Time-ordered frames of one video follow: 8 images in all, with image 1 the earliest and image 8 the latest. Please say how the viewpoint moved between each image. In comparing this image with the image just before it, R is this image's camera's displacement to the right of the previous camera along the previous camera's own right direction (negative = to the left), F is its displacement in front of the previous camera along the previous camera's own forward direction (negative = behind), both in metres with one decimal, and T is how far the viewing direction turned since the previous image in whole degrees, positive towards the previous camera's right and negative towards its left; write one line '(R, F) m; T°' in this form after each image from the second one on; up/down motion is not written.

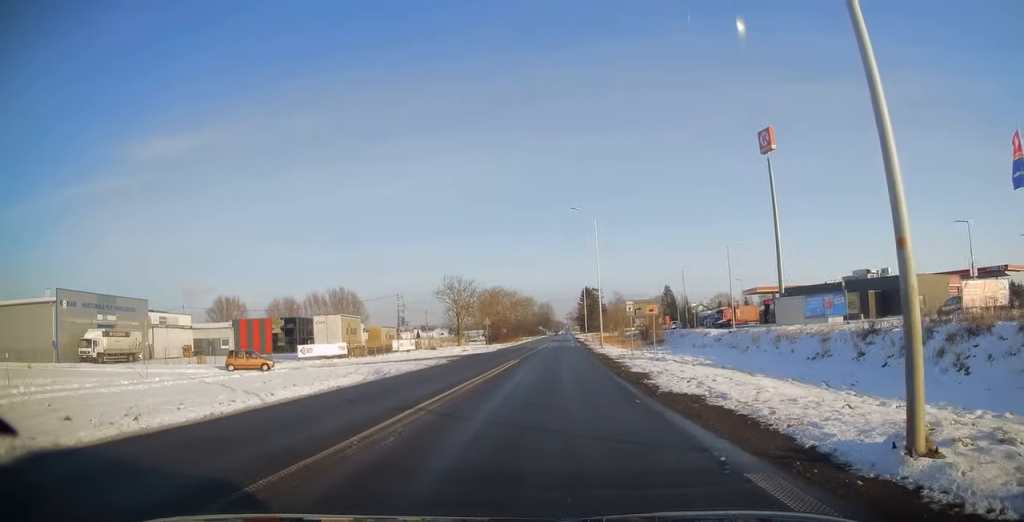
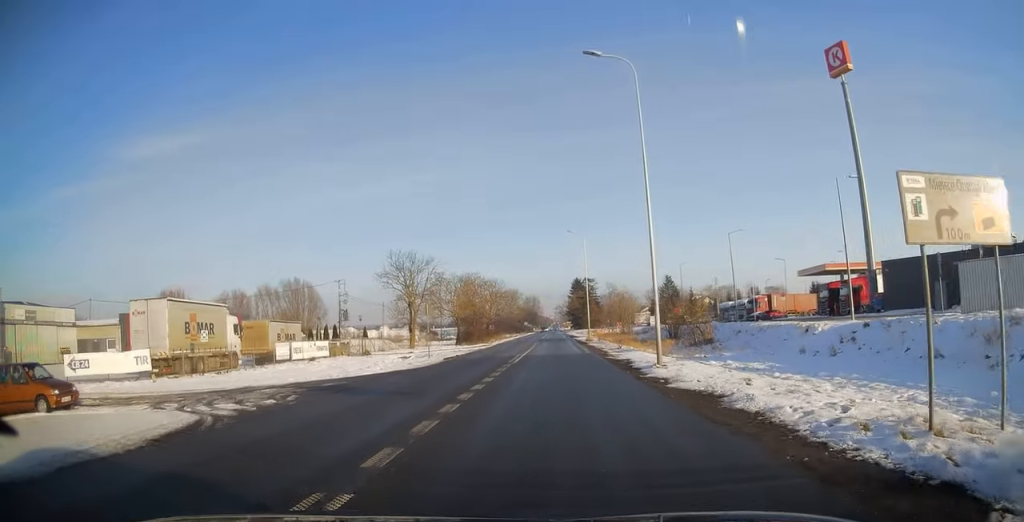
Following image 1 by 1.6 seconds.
(-0.2, +25.2) m; 0°
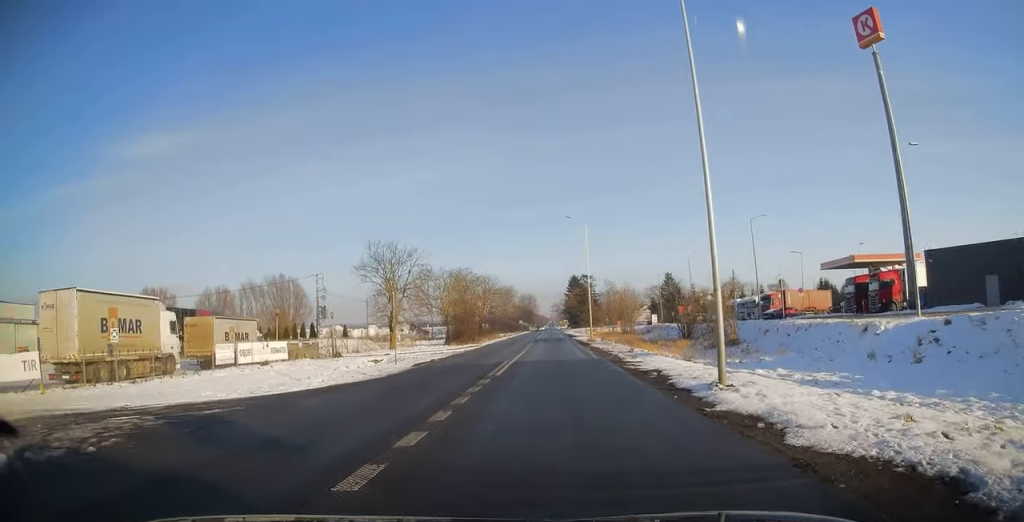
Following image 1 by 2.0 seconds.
(+0.2, +7.0) m; +1°
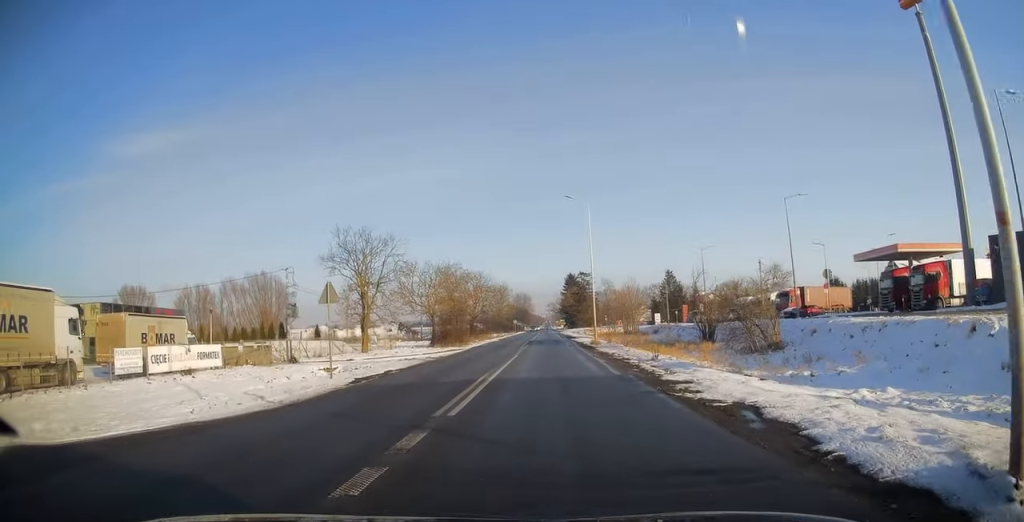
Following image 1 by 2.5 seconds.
(0.0, +8.0) m; +2°
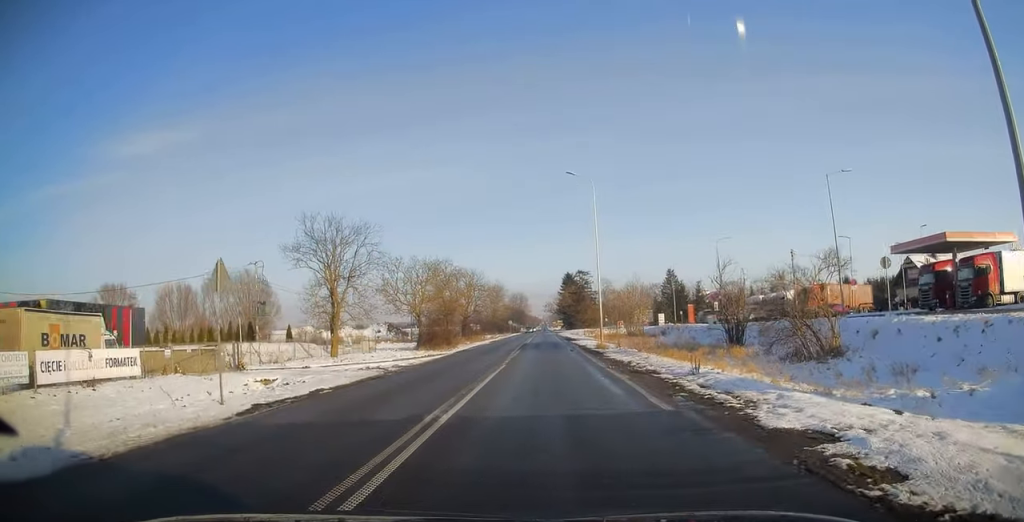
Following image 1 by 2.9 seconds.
(+0.2, +7.0) m; 0°
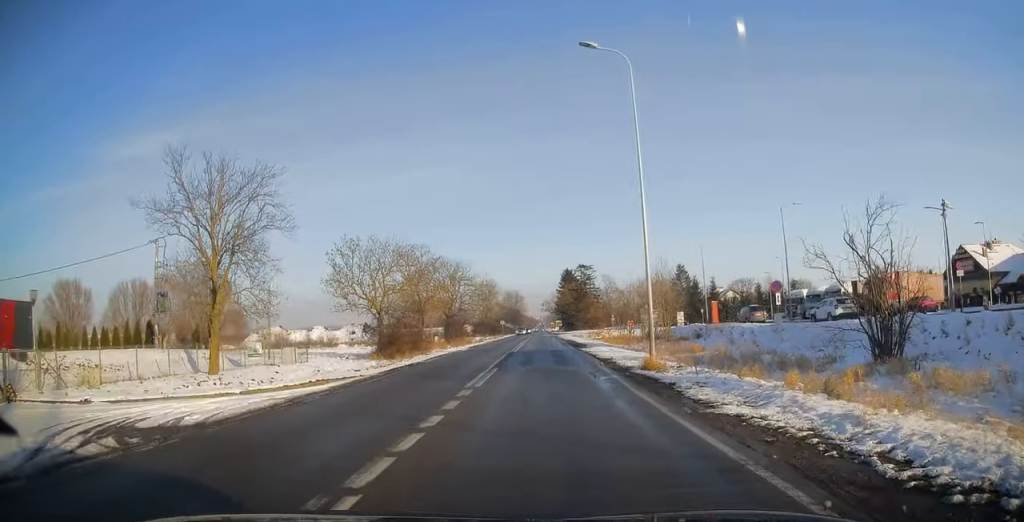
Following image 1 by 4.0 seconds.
(0.0, +17.2) m; -1°
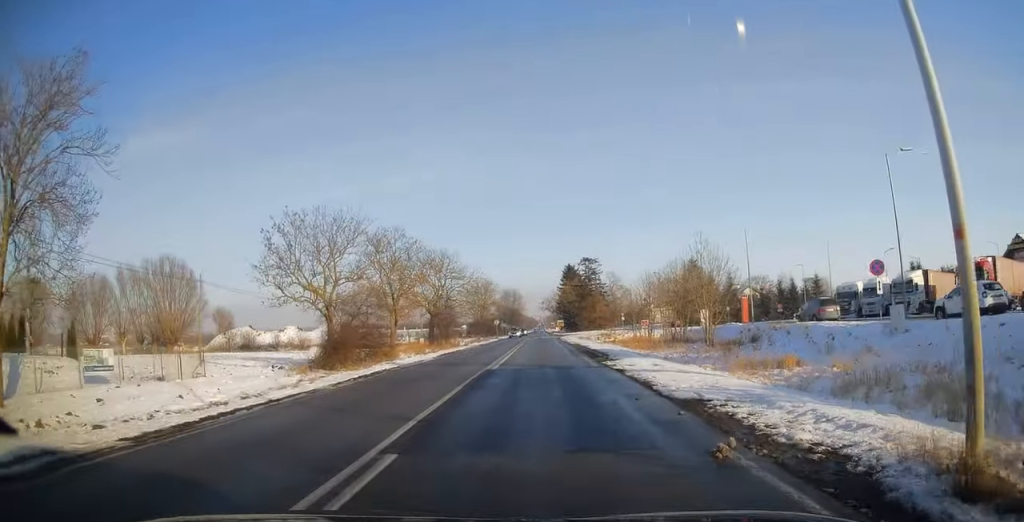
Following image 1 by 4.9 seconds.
(-0.2, +14.2) m; -1°
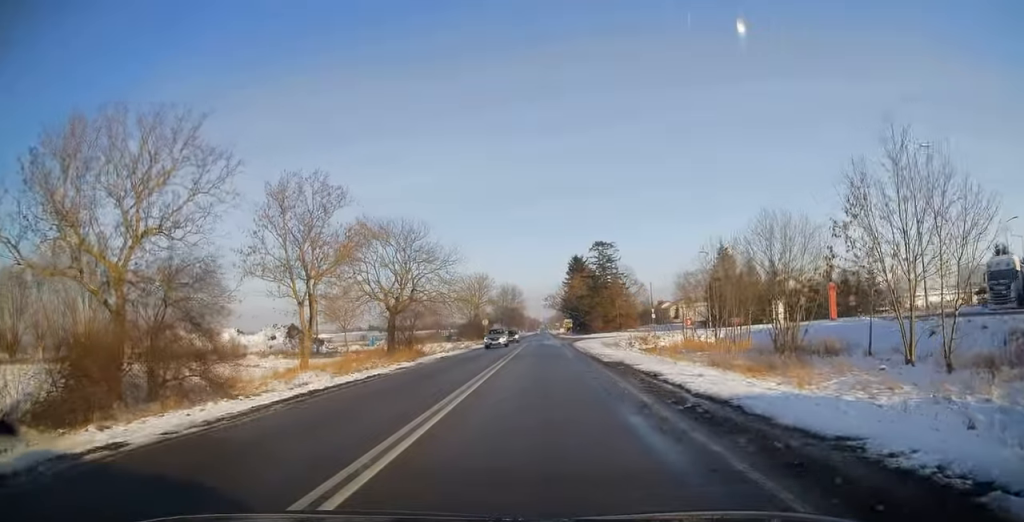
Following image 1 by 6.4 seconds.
(0.0, +24.4) m; +1°
